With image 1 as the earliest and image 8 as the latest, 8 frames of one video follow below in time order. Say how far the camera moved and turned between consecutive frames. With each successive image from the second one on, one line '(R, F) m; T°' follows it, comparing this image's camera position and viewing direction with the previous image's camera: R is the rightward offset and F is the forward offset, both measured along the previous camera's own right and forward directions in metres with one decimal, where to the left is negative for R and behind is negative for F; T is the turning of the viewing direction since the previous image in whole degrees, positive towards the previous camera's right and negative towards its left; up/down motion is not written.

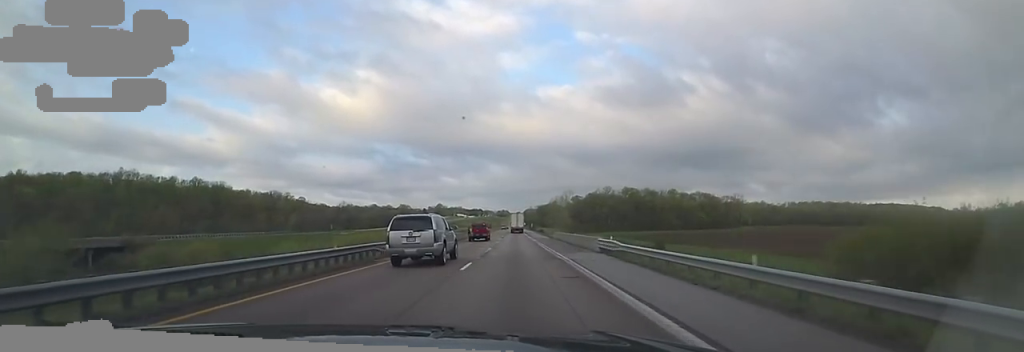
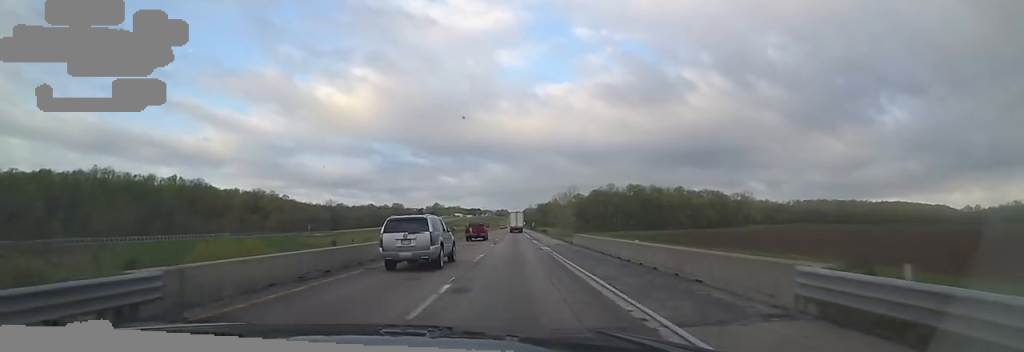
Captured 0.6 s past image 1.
(+0.4, +19.8) m; 0°
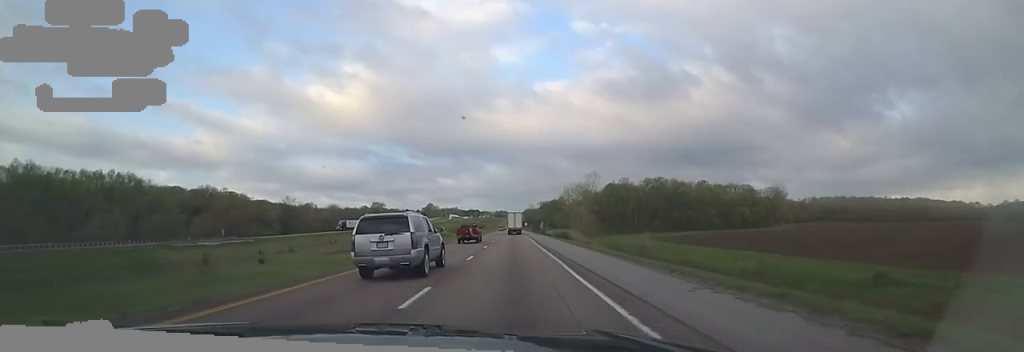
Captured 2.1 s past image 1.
(-0.9, +52.0) m; -2°
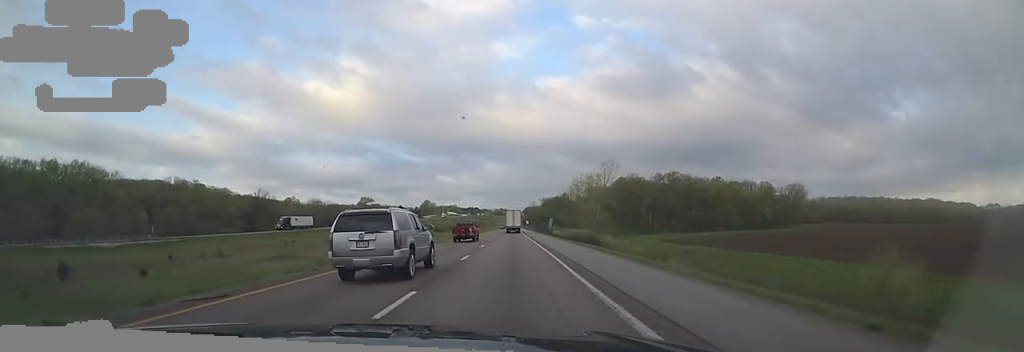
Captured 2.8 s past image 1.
(0.0, +25.8) m; +1°
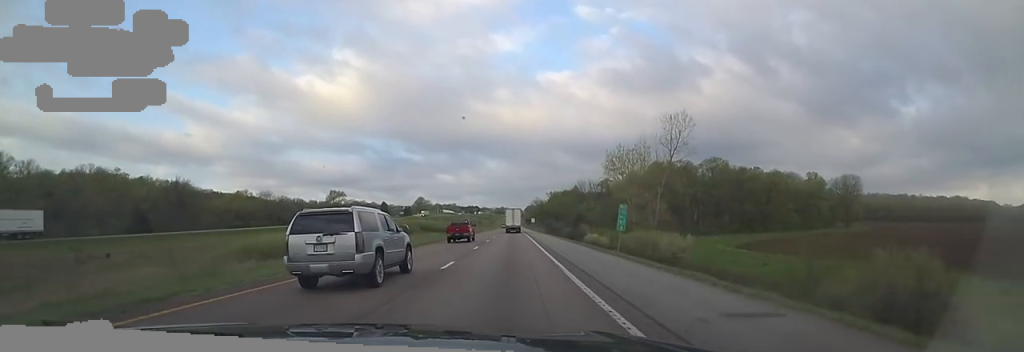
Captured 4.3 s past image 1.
(+0.9, +52.9) m; +1°
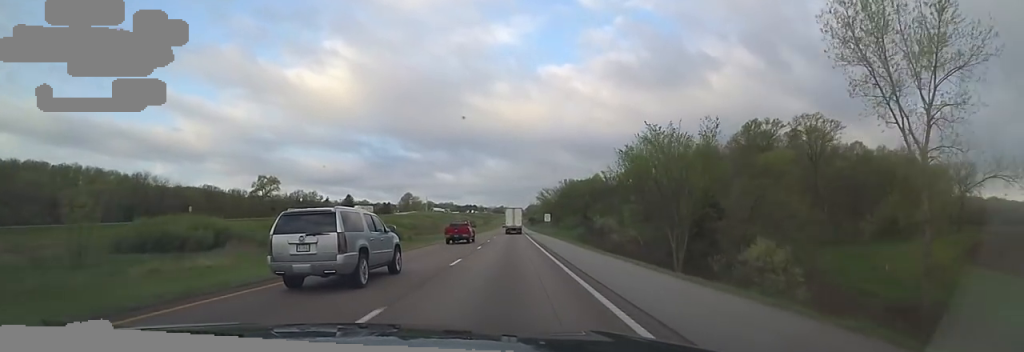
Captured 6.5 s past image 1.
(-1.5, +71.6) m; -2°
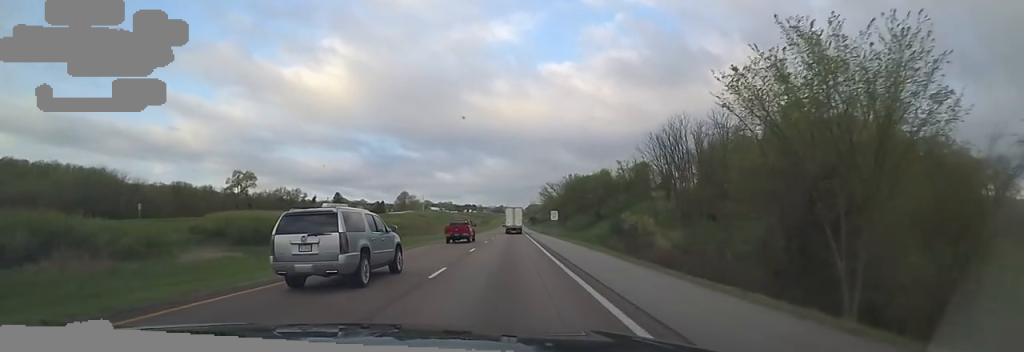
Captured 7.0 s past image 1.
(-0.1, +16.8) m; 0°
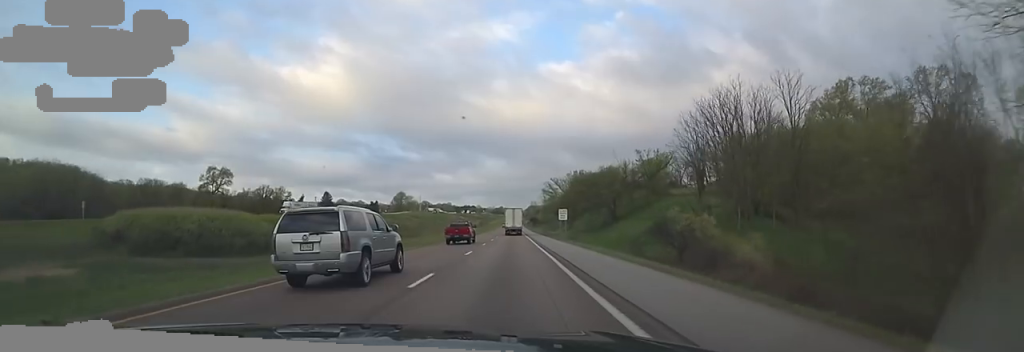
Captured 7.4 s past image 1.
(+0.1, +14.4) m; +1°
